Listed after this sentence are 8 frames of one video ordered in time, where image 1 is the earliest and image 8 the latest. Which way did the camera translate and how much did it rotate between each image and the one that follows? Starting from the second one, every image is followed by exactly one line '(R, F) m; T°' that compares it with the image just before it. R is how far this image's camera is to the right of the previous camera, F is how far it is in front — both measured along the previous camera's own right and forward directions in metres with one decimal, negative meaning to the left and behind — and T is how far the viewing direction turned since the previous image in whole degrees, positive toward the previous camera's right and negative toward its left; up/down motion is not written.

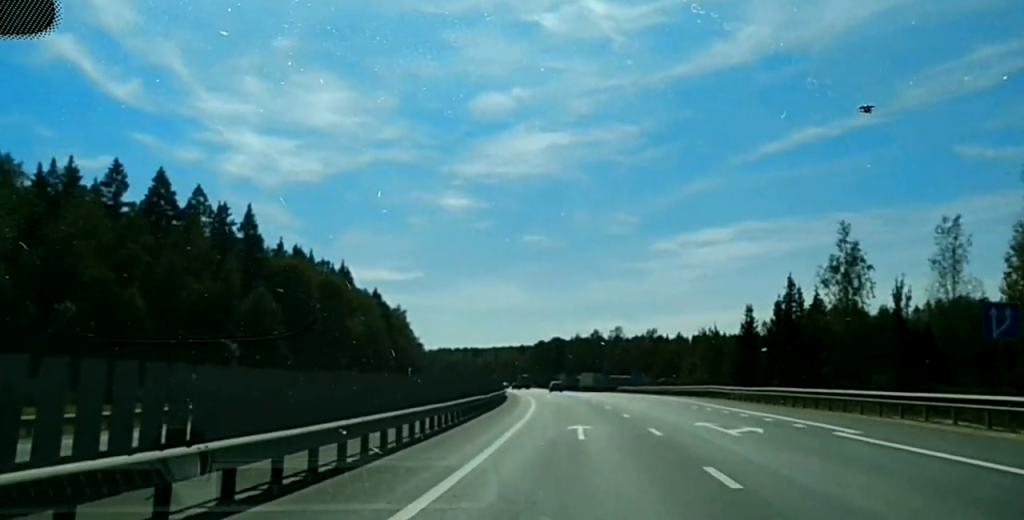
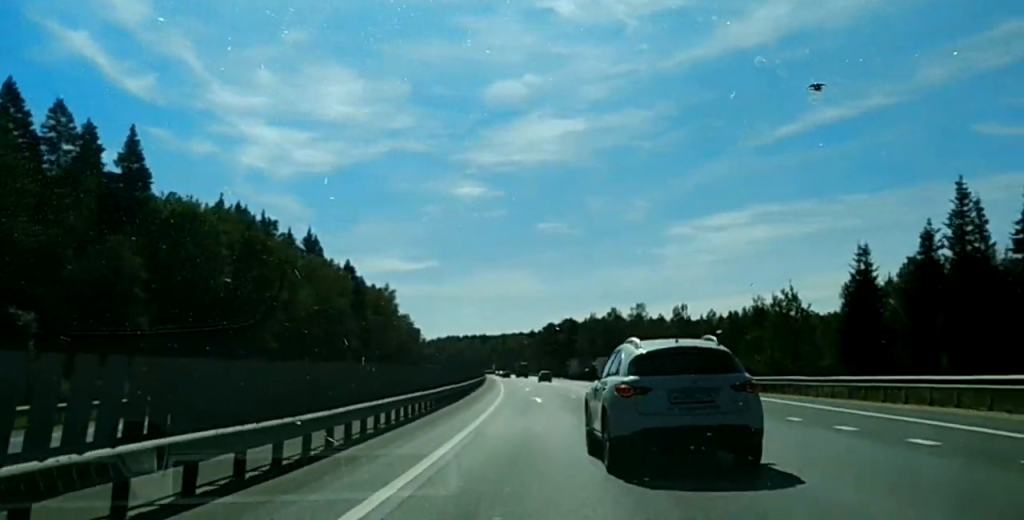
(-1.2, +53.6) m; -2°
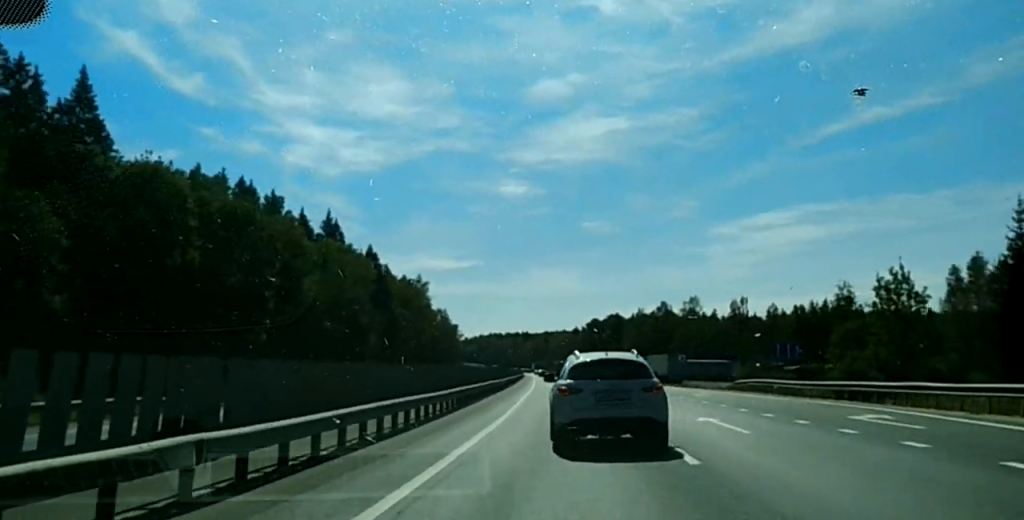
(-0.3, +29.5) m; -1°
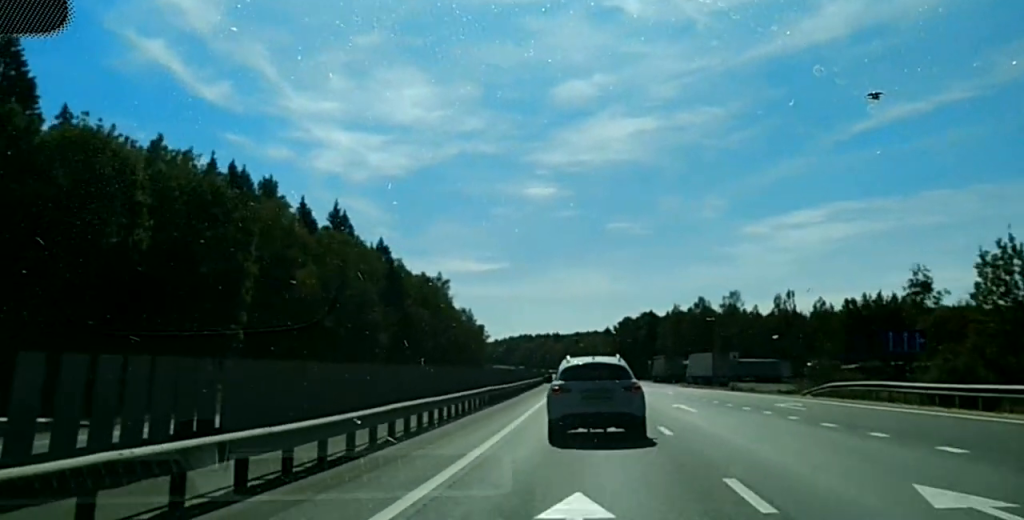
(-0.1, +20.9) m; 0°
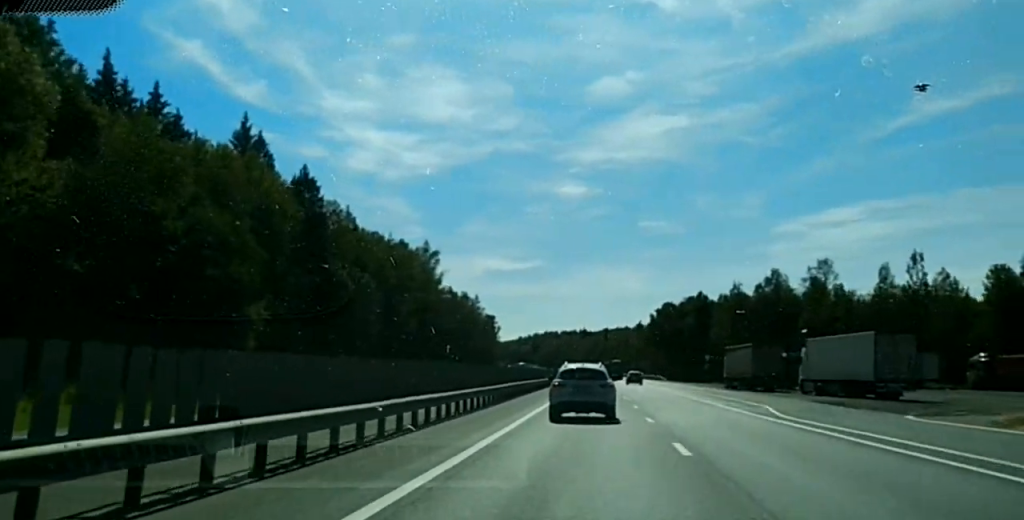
(-0.6, +75.9) m; -1°
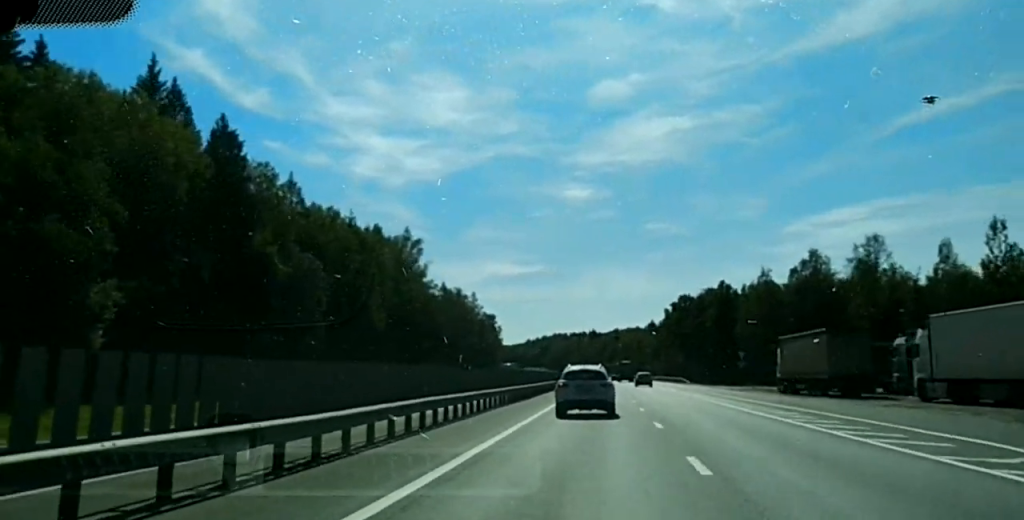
(-0.1, +28.1) m; -1°
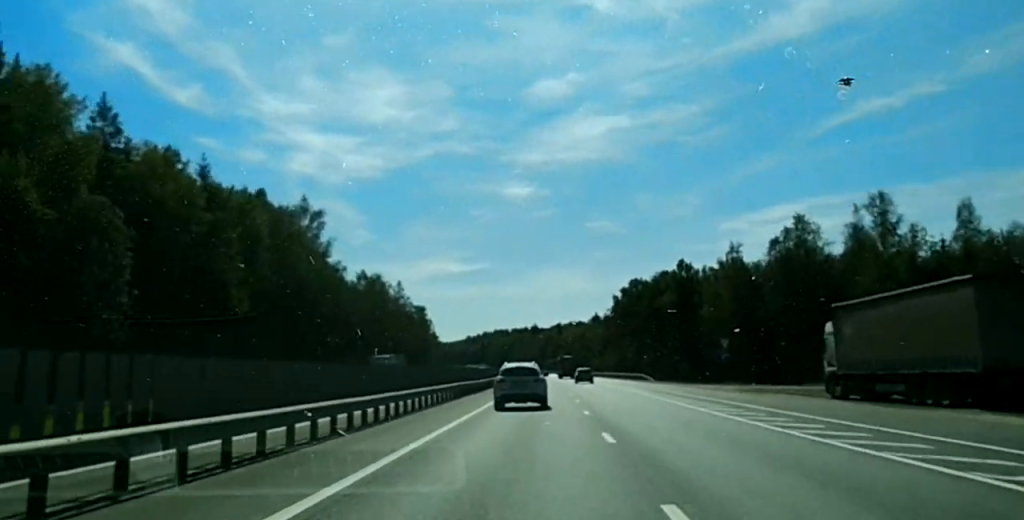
(-0.3, +29.9) m; -1°
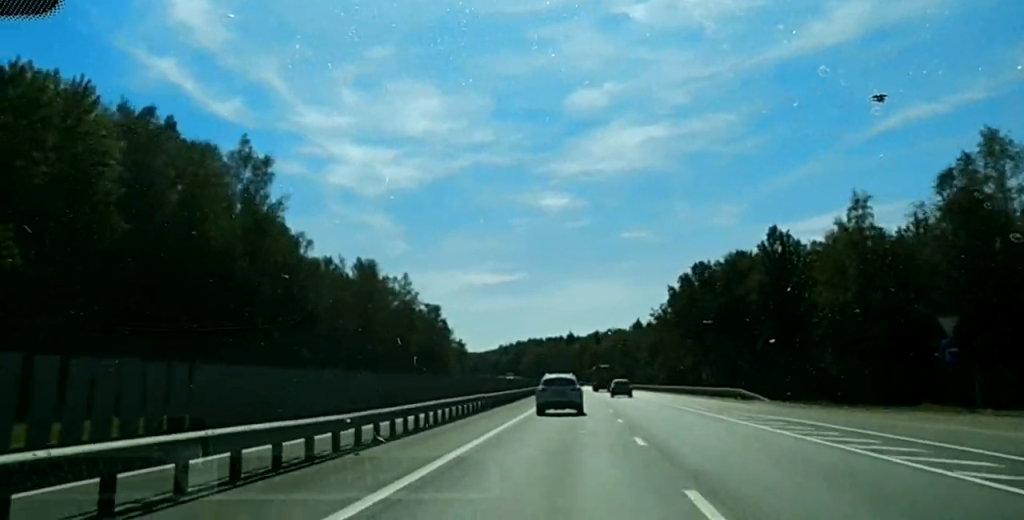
(-0.1, +44.7) m; 0°
